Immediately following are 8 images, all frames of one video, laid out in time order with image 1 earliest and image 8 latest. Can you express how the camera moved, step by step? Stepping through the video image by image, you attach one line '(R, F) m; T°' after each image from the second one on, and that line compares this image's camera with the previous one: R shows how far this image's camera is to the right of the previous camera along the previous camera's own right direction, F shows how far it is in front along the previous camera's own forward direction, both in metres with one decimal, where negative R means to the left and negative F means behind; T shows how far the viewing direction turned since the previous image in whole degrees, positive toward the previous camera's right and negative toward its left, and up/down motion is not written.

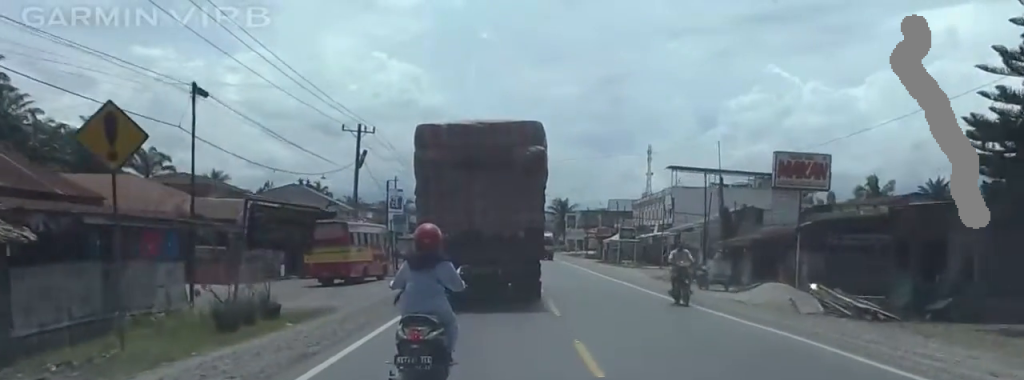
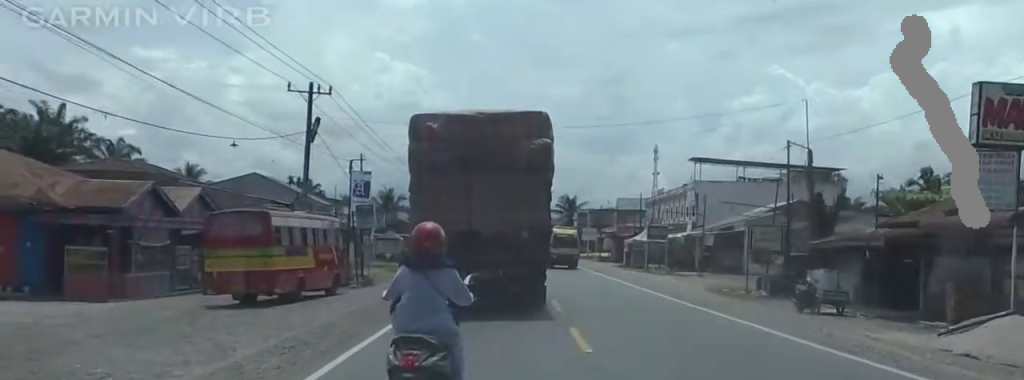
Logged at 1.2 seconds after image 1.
(-1.2, +14.4) m; 0°
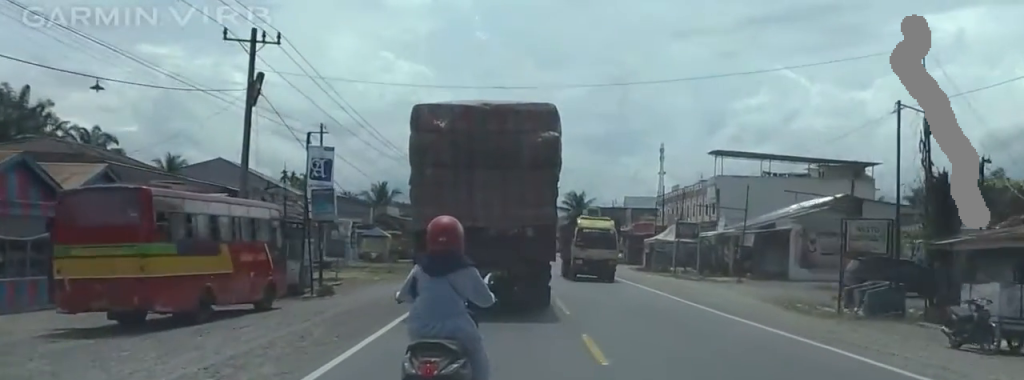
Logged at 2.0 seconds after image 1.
(+0.9, +10.2) m; +4°
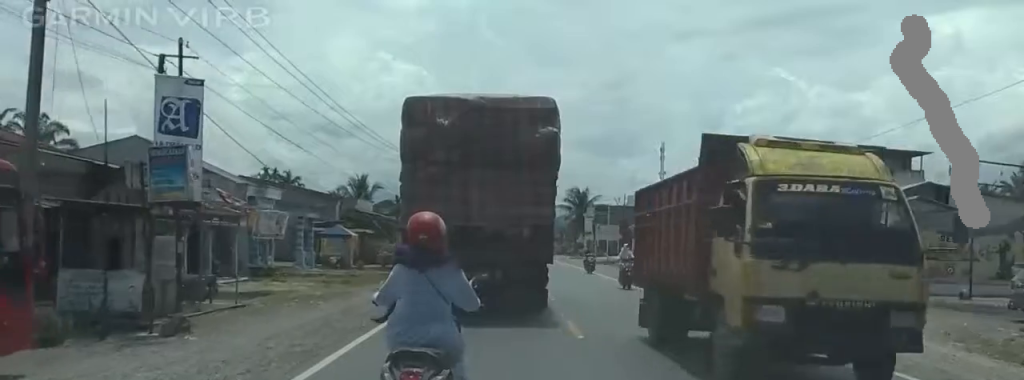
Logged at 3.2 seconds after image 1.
(0.0, +14.4) m; -3°
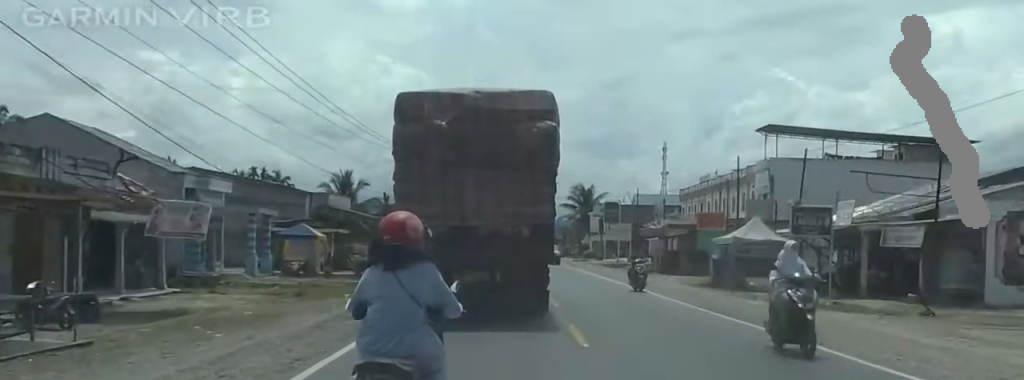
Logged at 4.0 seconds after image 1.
(-0.2, +9.9) m; -1°
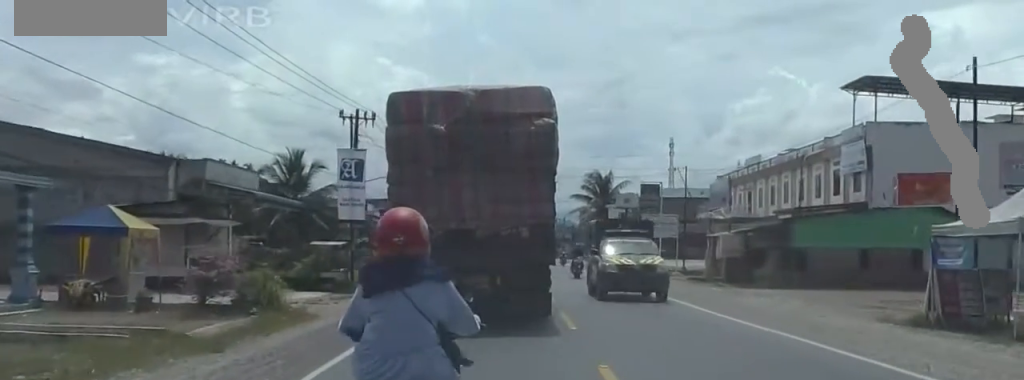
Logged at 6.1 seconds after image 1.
(-0.1, +23.5) m; 0°
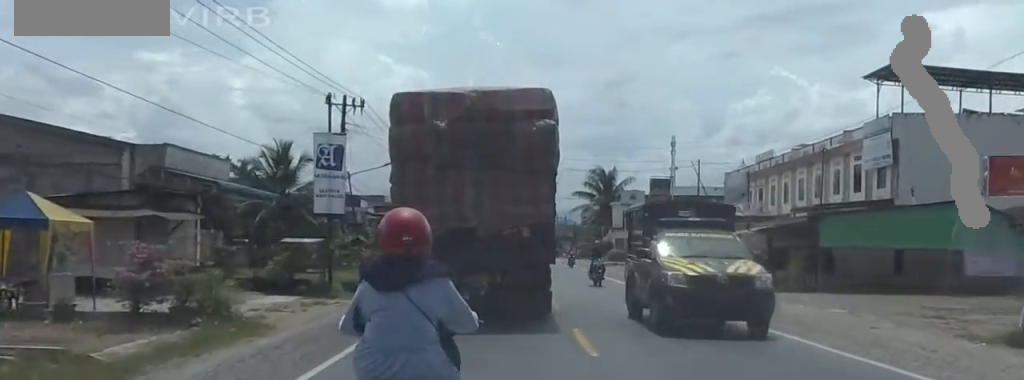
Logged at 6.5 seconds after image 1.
(0.0, +4.4) m; 0°
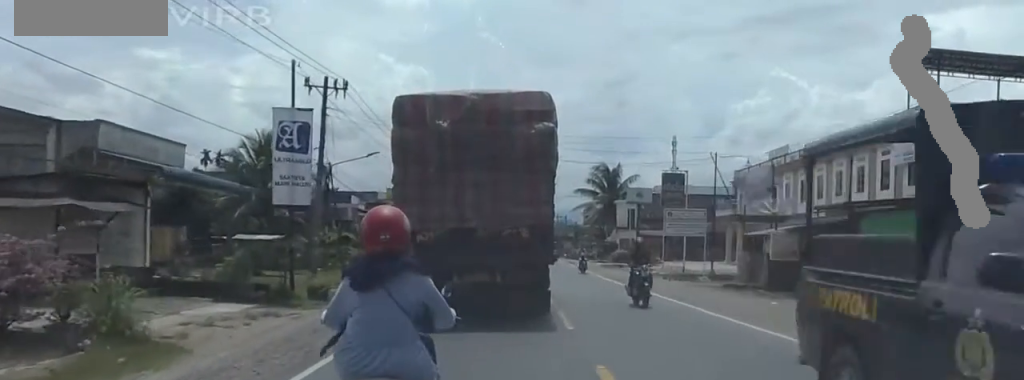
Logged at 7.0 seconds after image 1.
(0.0, +5.3) m; 0°
